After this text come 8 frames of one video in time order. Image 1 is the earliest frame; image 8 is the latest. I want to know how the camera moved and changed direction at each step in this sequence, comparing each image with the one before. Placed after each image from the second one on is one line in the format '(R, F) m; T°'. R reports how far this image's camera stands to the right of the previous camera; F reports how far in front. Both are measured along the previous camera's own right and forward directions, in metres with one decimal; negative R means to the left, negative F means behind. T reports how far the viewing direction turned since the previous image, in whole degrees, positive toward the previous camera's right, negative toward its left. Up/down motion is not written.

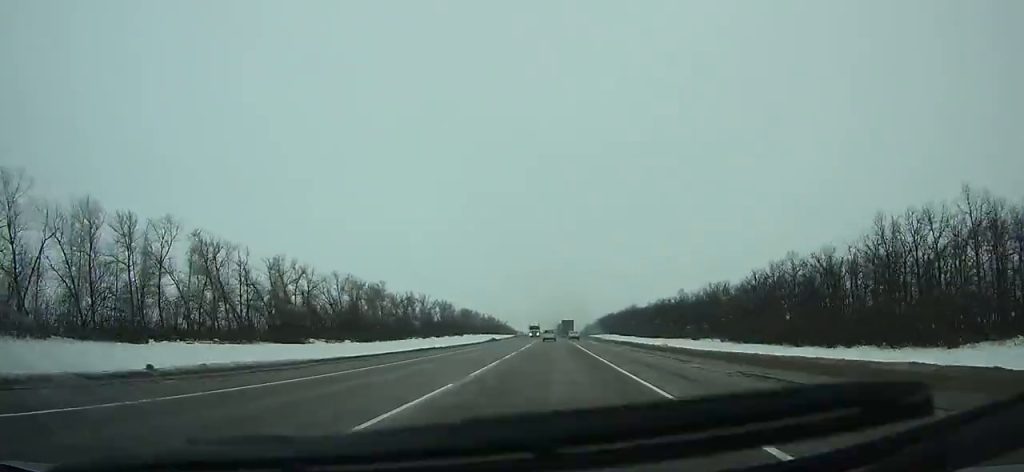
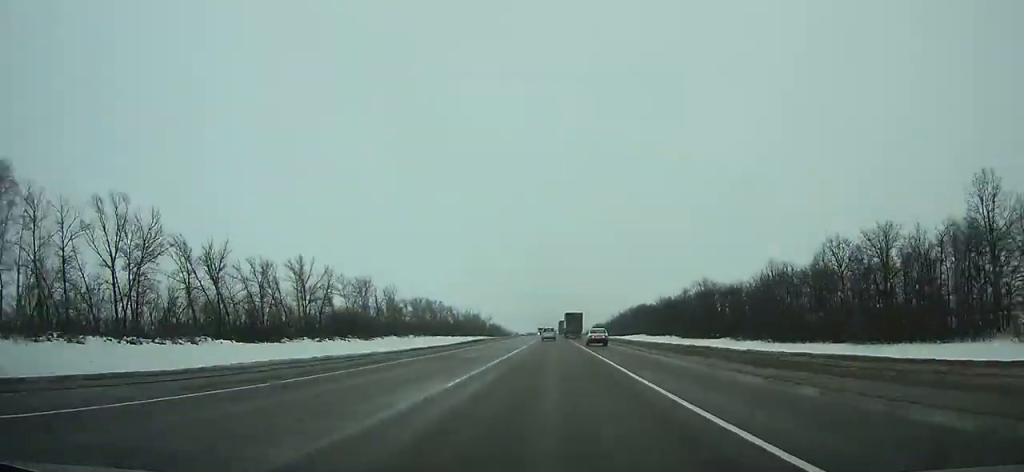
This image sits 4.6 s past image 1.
(+0.1, +123.7) m; 0°
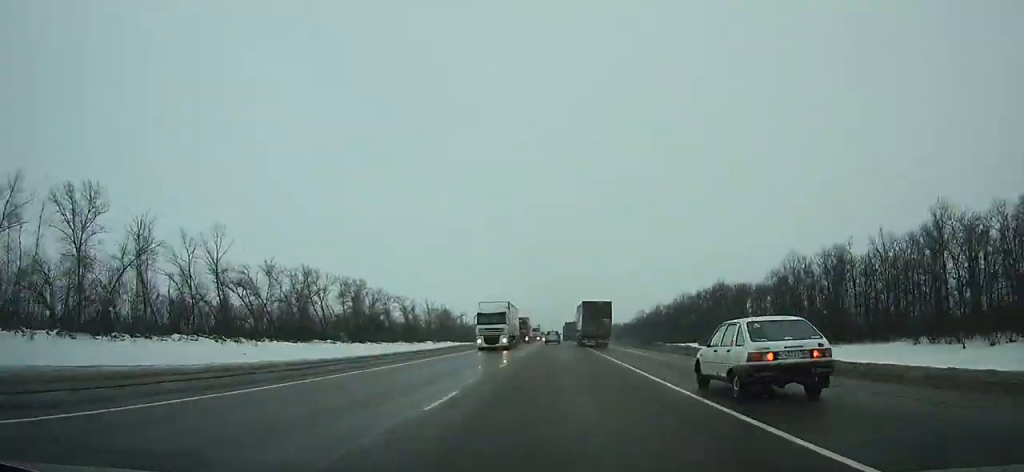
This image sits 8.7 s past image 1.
(0.0, +110.6) m; 0°
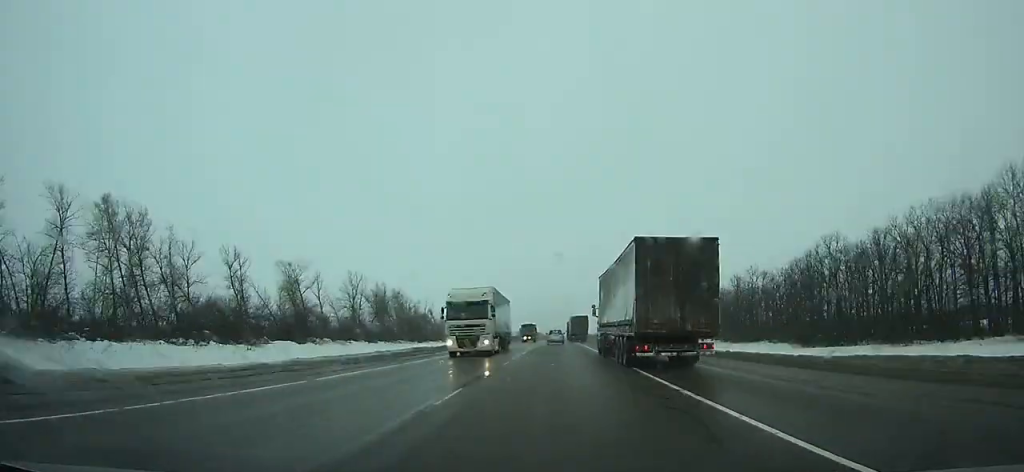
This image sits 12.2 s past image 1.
(-0.1, +95.0) m; 0°
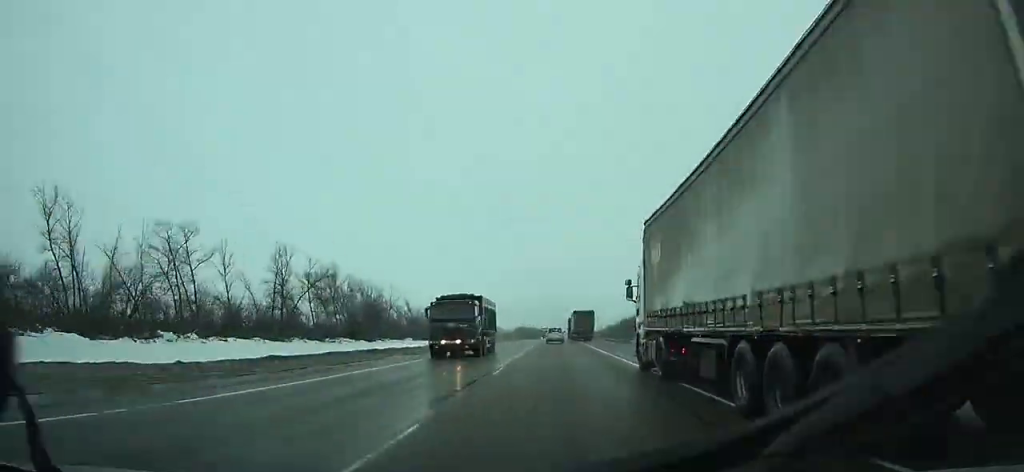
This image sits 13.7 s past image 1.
(0.0, +40.8) m; 0°
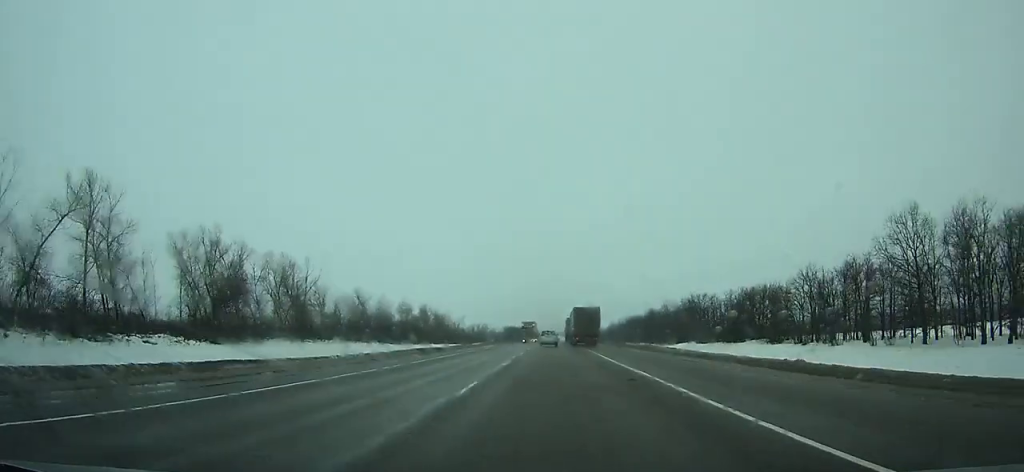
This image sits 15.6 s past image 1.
(0.0, +51.8) m; 0°
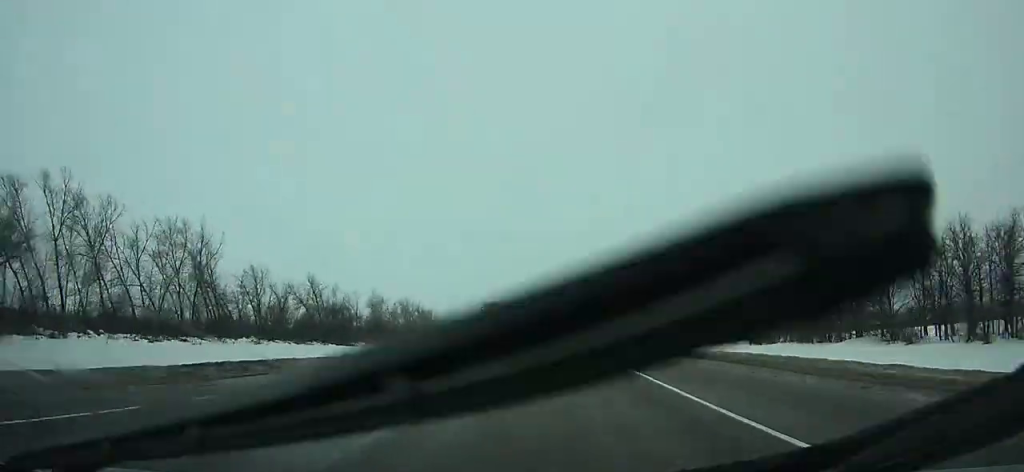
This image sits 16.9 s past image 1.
(+0.2, +35.6) m; 0°
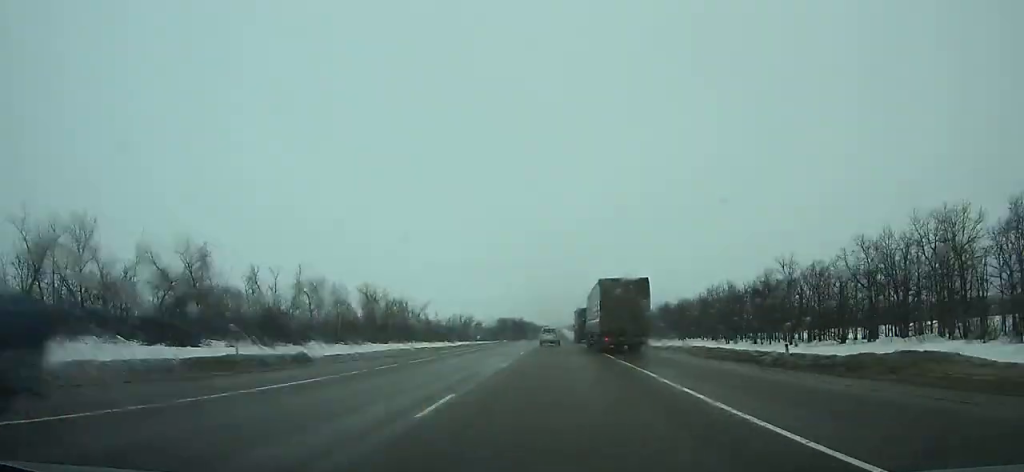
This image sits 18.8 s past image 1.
(+0.1, +52.2) m; 0°
